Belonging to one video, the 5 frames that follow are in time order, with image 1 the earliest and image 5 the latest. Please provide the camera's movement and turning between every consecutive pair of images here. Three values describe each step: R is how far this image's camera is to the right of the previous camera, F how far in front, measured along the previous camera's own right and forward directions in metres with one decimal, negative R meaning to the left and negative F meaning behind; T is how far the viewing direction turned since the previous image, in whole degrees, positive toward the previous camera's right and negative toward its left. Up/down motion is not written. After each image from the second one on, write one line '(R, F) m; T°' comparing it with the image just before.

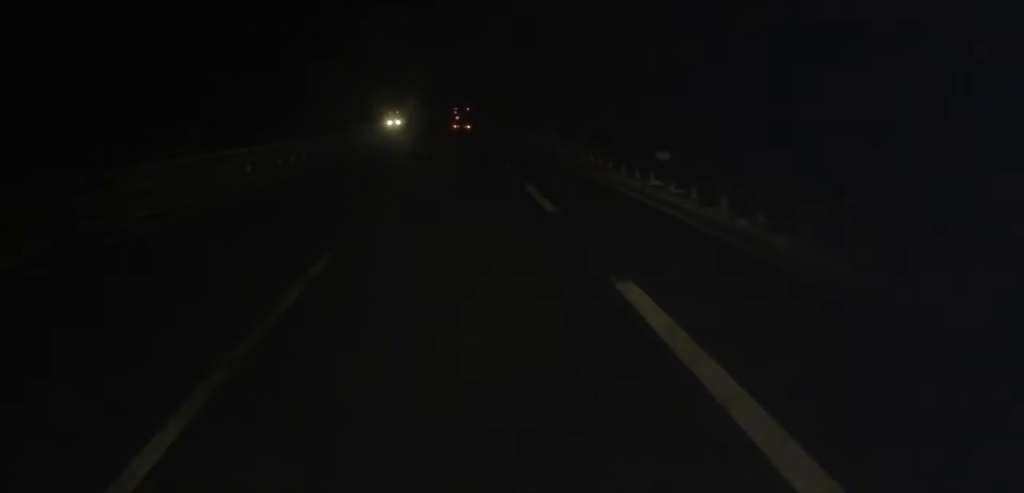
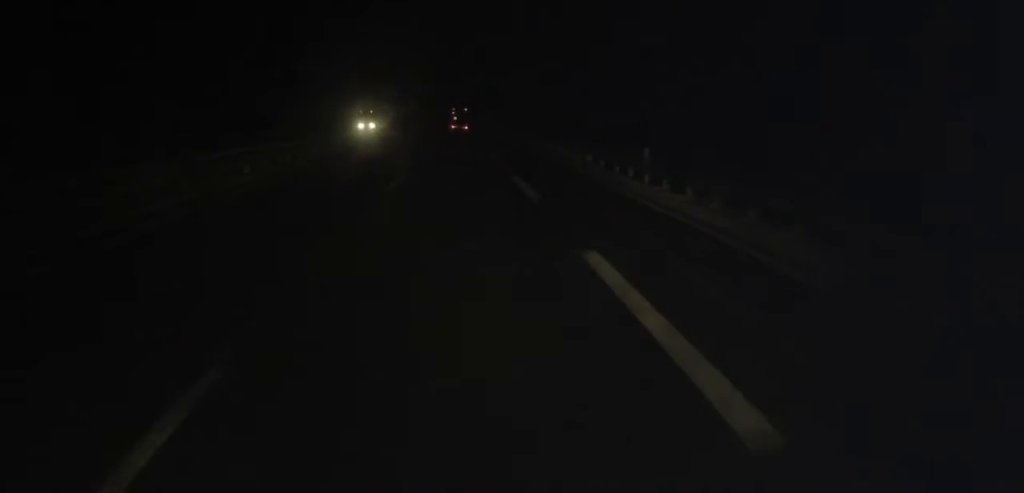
(0.0, +21.7) m; 0°
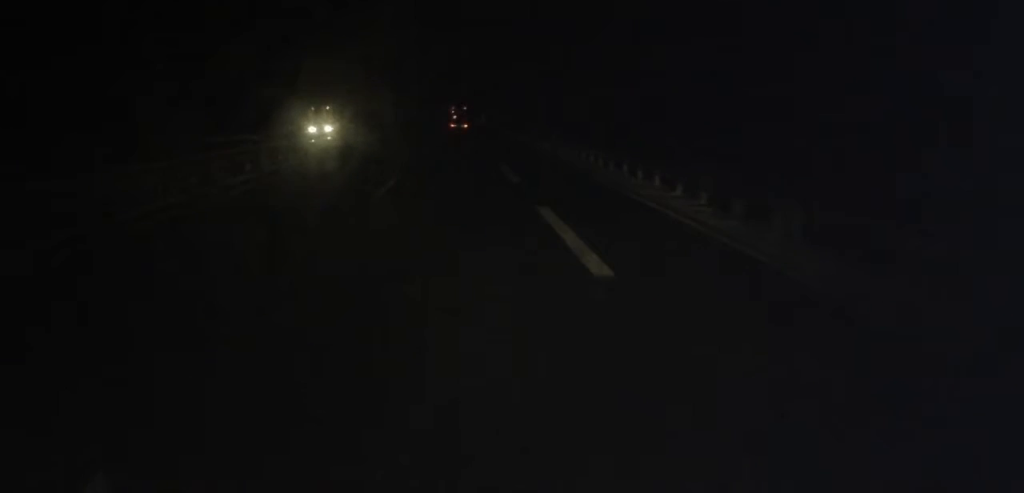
(0.0, +19.4) m; 0°
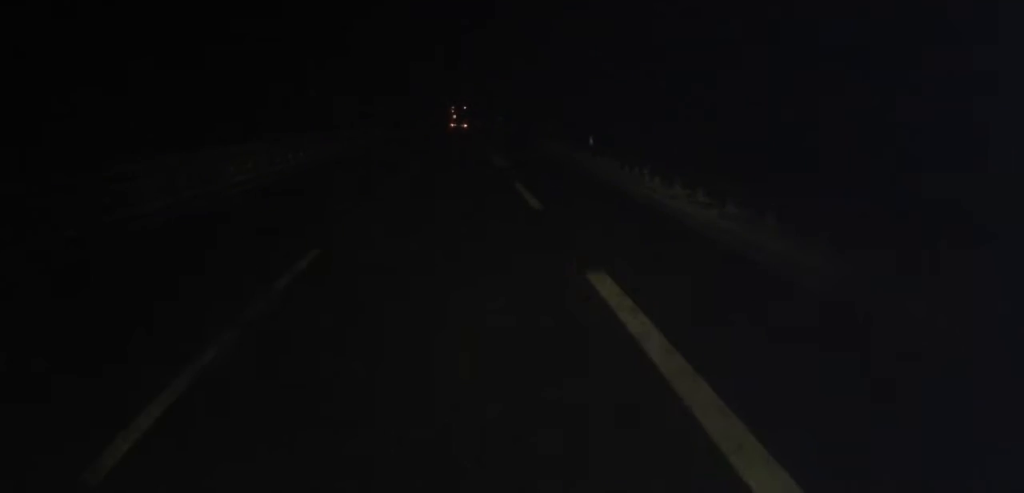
(+1.1, +65.1) m; +1°
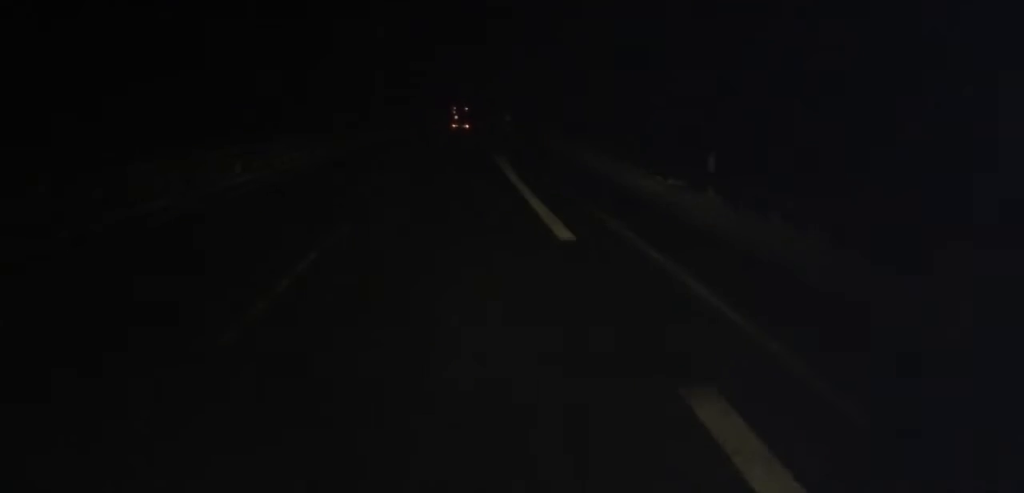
(-0.3, +15.4) m; -1°
